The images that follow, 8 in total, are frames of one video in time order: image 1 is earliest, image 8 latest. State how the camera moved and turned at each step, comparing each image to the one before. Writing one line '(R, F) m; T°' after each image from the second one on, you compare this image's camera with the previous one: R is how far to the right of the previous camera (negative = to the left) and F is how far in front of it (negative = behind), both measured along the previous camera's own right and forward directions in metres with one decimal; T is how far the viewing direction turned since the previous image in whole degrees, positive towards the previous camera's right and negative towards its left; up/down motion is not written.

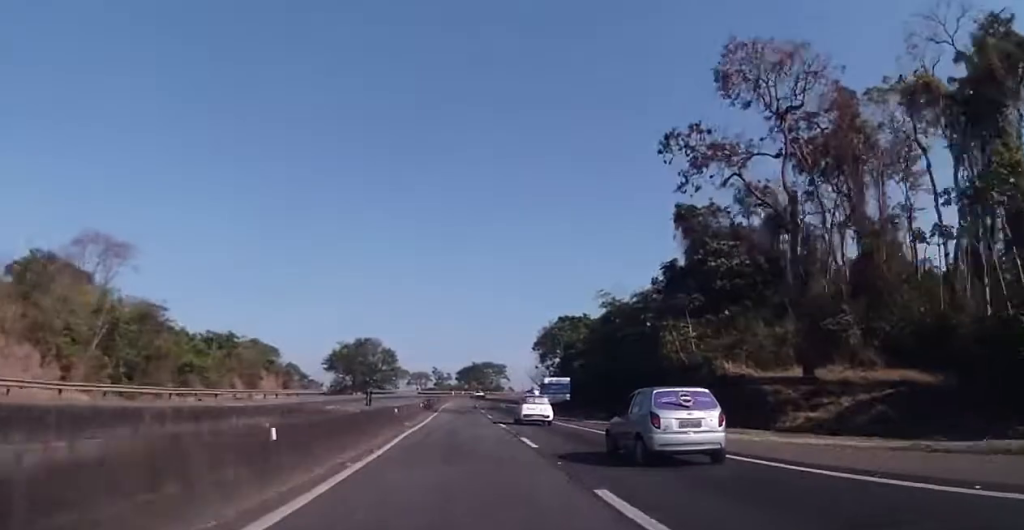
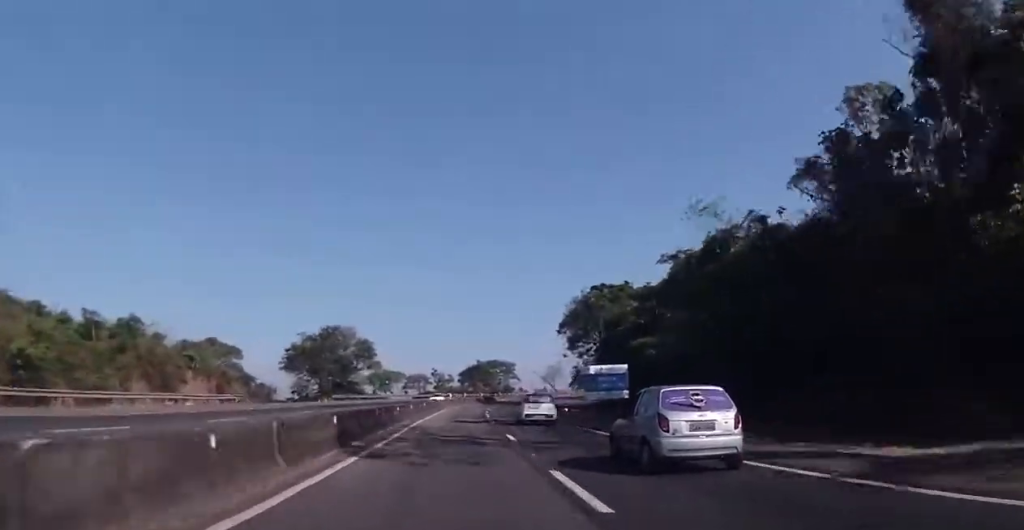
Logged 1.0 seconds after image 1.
(-1.2, +34.3) m; -2°
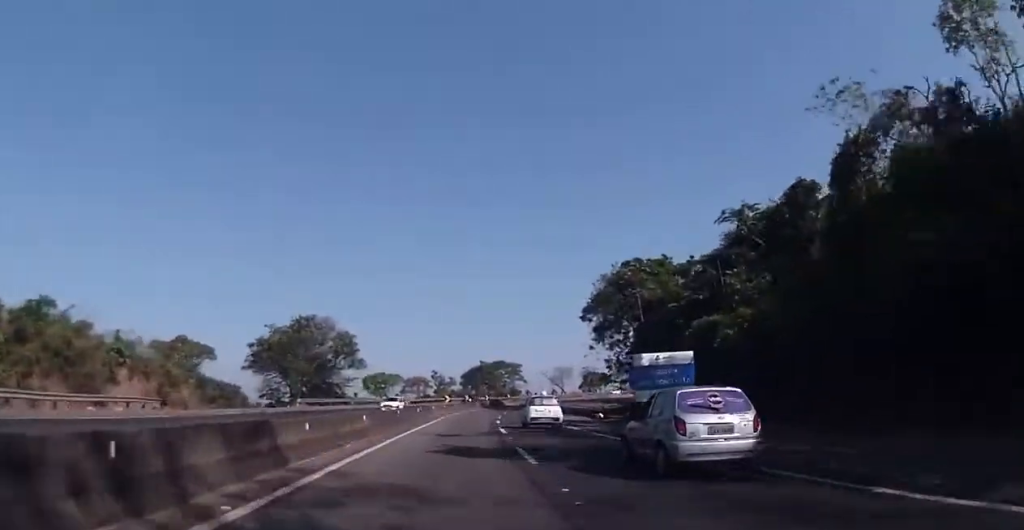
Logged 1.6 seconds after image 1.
(-0.1, +18.6) m; 0°
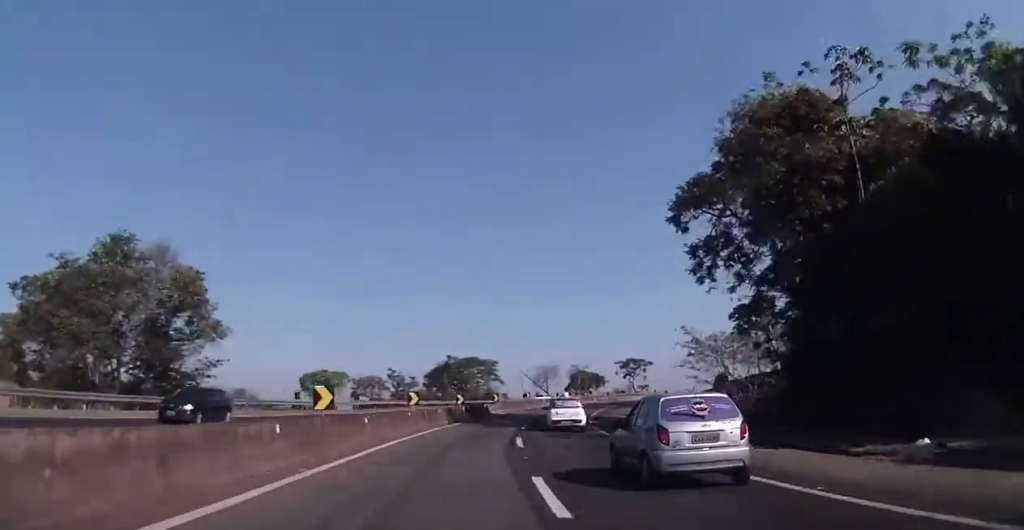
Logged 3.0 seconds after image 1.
(+0.6, +43.4) m; +1°
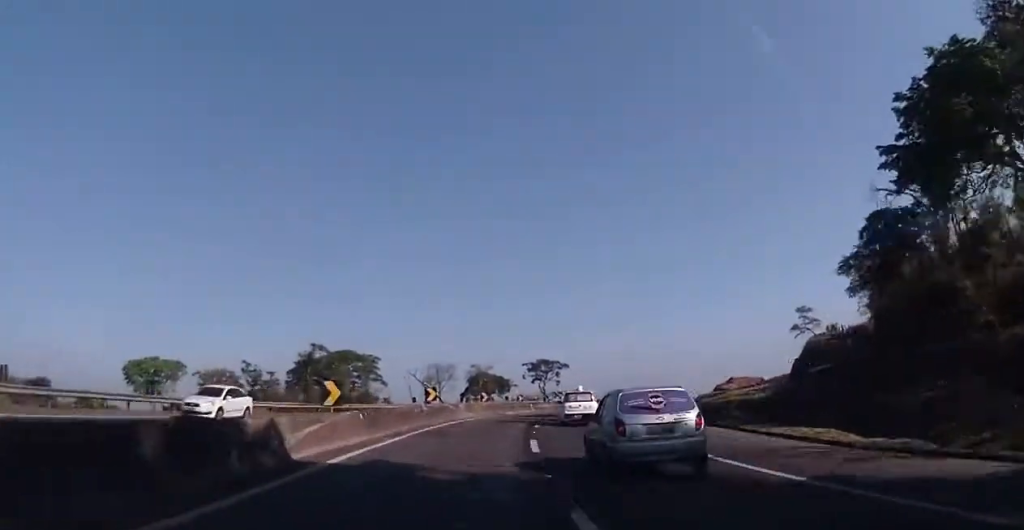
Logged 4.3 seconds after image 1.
(+0.6, +41.8) m; +4°
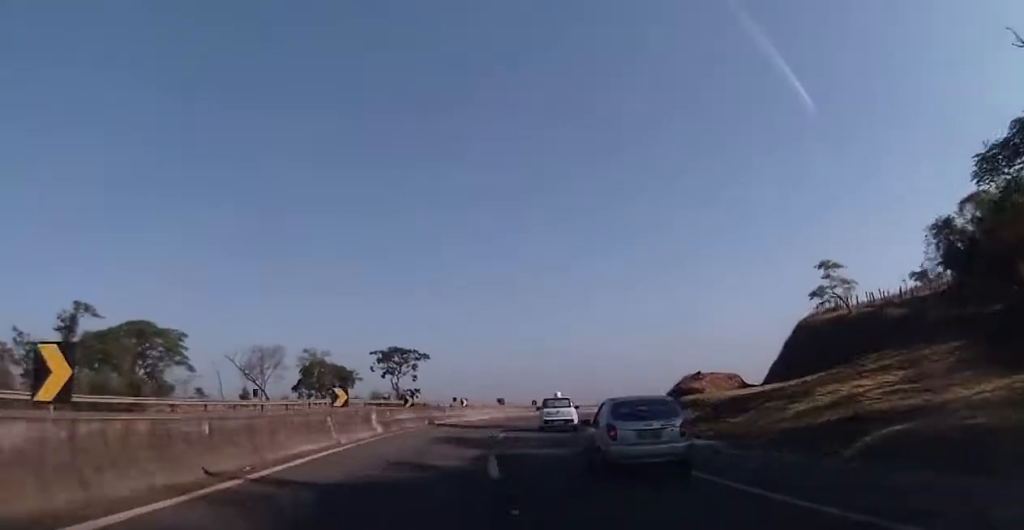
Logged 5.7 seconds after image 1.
(+3.5, +39.7) m; +11°
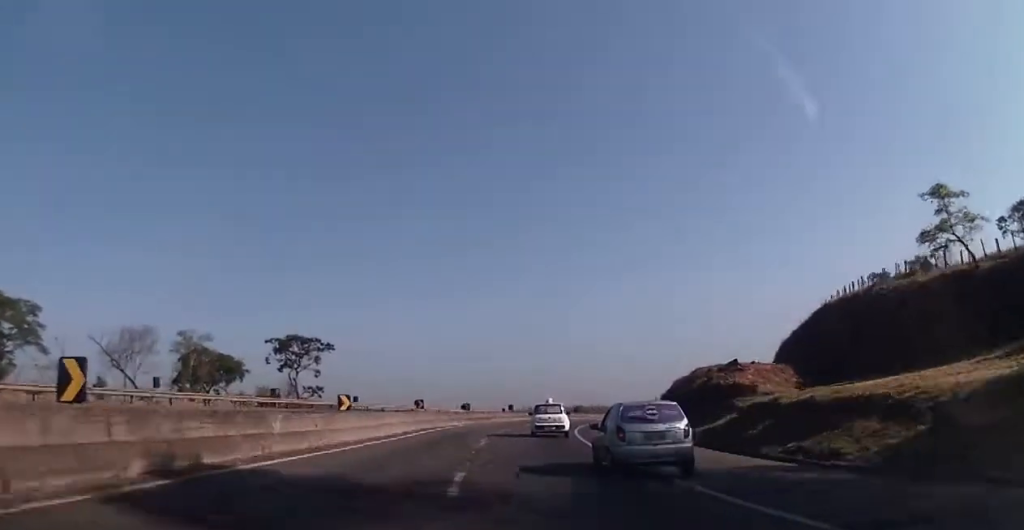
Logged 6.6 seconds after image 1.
(+1.7, +25.6) m; +8°
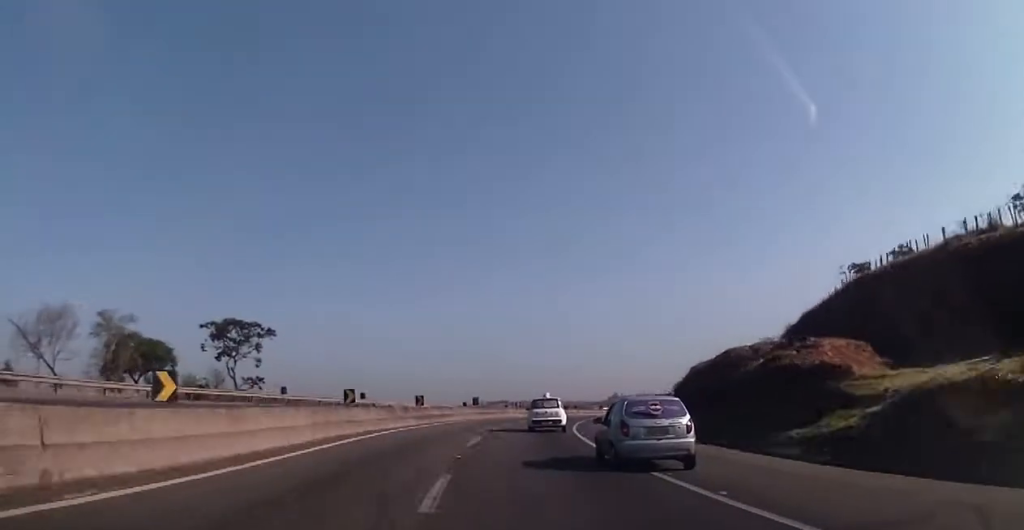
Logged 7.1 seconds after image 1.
(+0.6, +13.3) m; +4°
